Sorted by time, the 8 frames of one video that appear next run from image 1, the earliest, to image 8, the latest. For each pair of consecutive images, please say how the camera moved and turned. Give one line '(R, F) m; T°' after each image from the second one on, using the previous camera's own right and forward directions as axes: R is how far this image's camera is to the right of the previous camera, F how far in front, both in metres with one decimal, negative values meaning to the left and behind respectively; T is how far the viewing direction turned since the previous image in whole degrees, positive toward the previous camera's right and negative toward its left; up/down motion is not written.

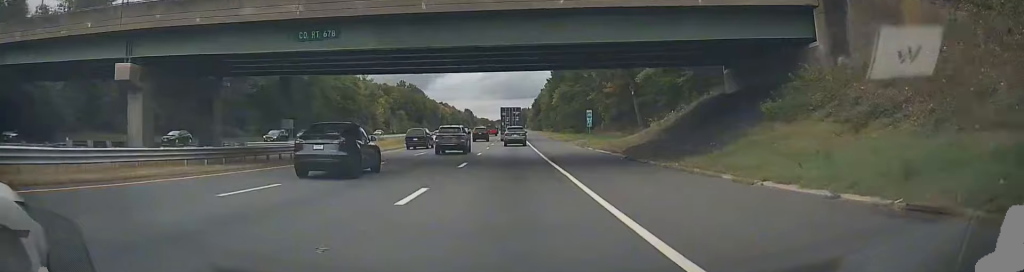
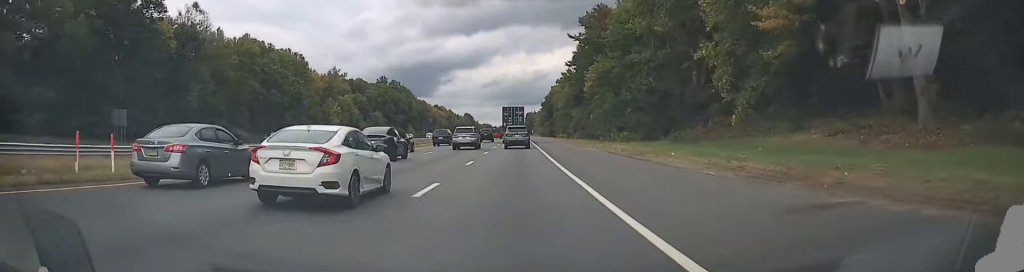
(+0.5, +59.8) m; +1°
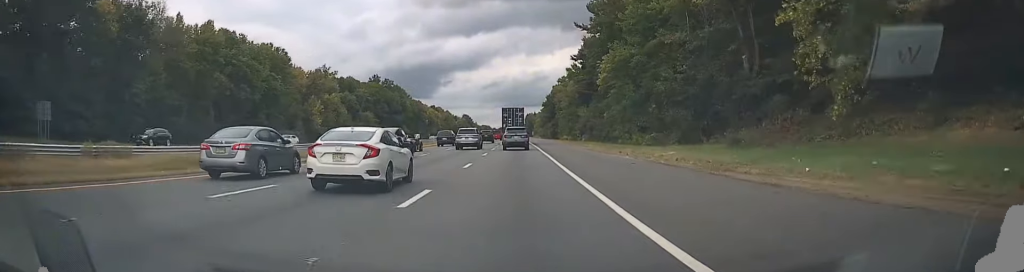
(+0.1, +13.3) m; 0°
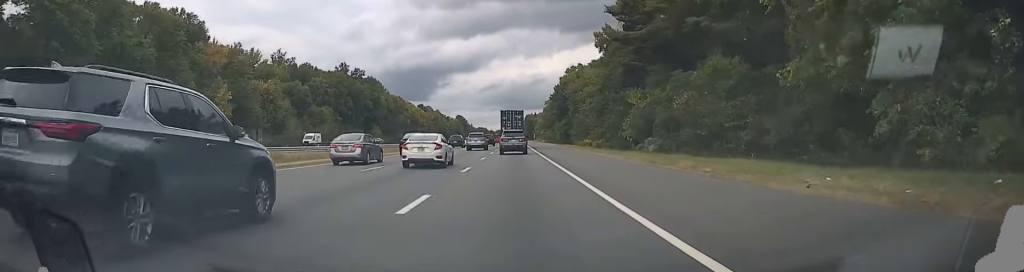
(-0.5, +49.7) m; -1°
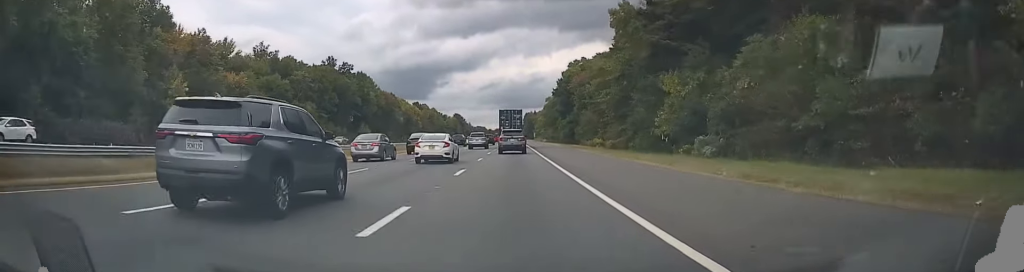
(0.0, +13.9) m; 0°
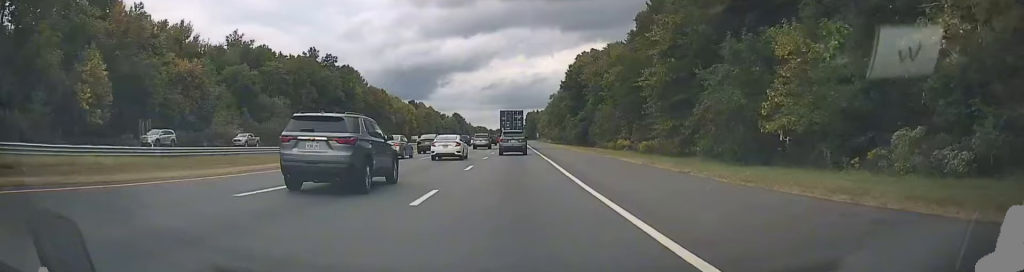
(0.0, +19.0) m; 0°
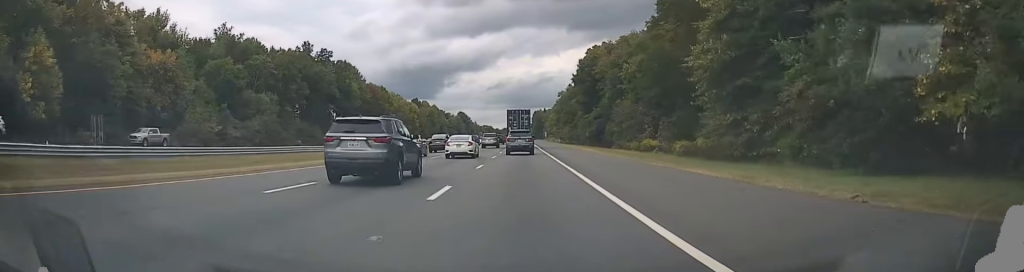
(0.0, +11.3) m; 0°
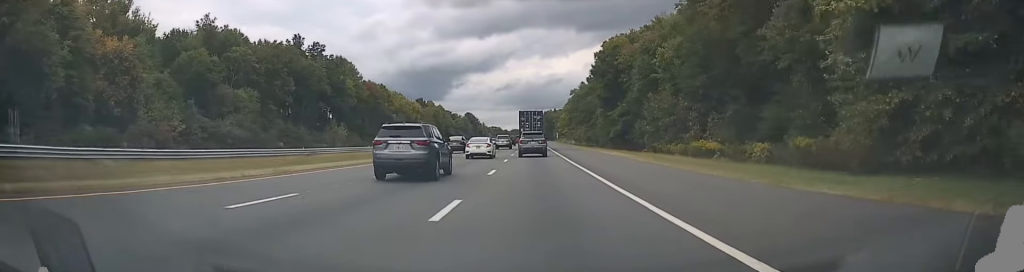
(0.0, +14.0) m; 0°
